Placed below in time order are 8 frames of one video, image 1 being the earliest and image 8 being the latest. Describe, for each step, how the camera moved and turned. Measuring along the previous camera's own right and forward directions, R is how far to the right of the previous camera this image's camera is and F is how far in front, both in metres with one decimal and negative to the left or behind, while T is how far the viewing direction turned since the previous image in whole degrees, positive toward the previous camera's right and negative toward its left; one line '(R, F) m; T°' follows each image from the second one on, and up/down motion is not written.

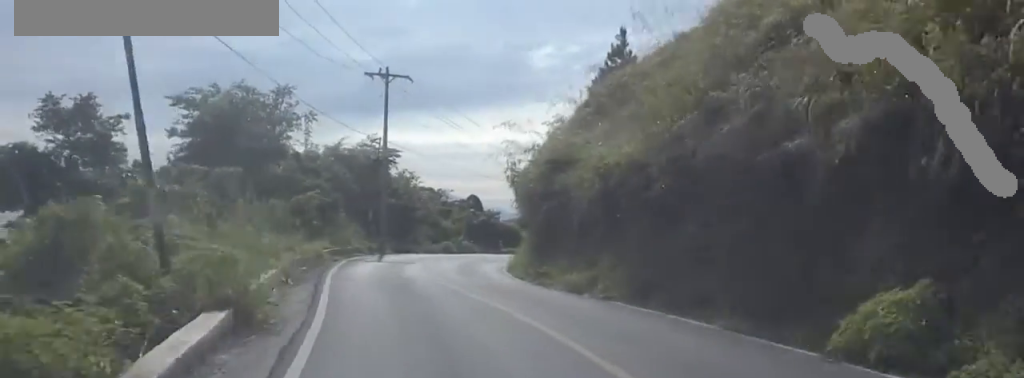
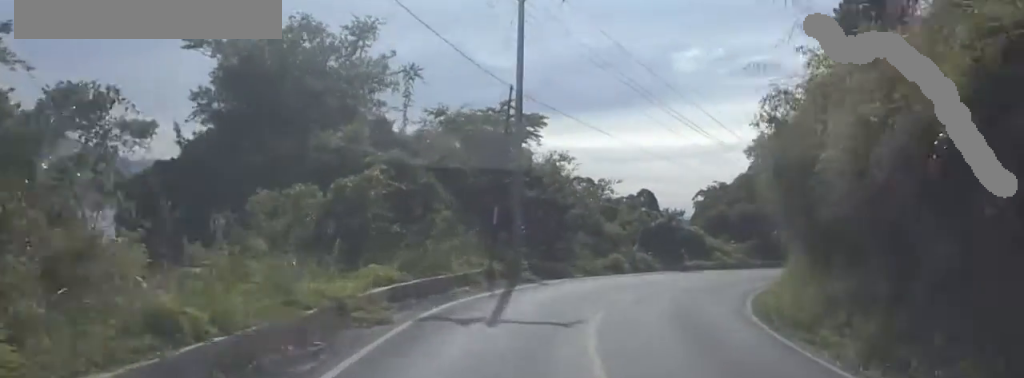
(-0.1, +18.6) m; 0°
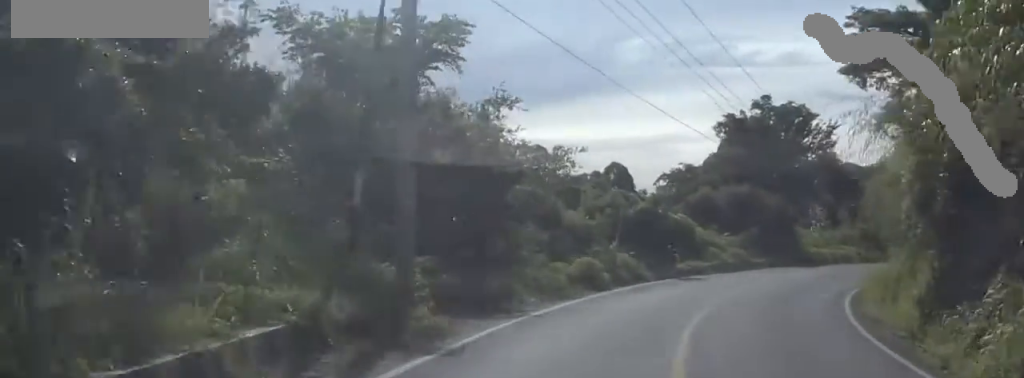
(+0.2, +14.7) m; +6°
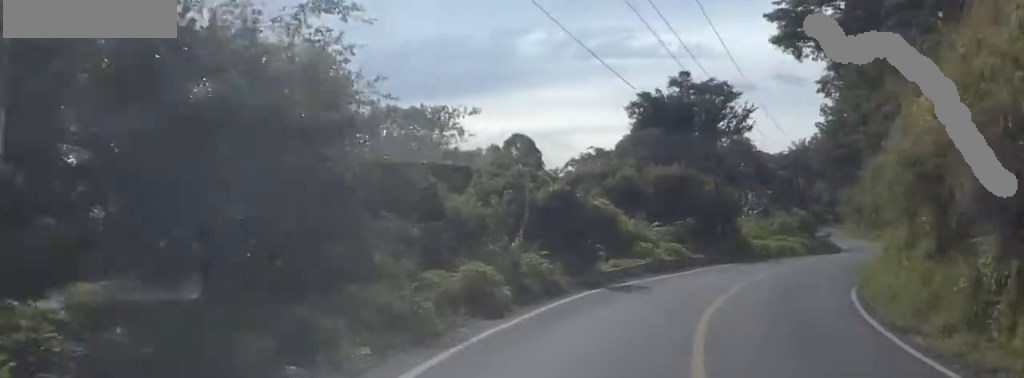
(+0.6, +9.1) m; +7°
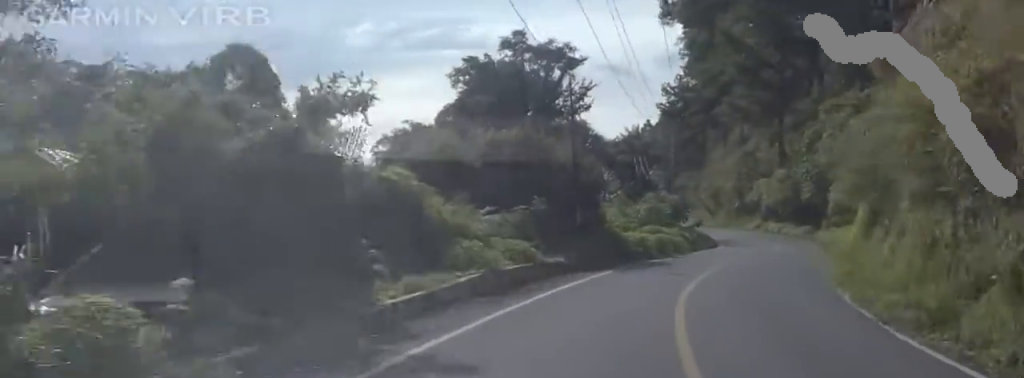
(+1.4, +14.1) m; +8°
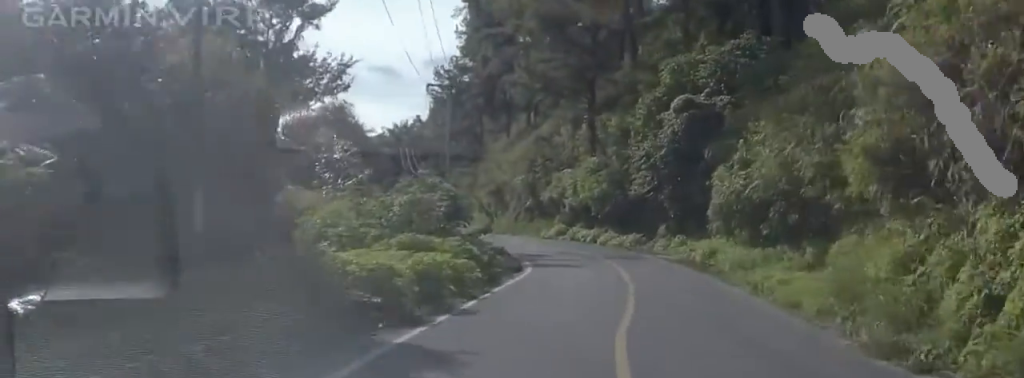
(+0.7, +18.7) m; +9°
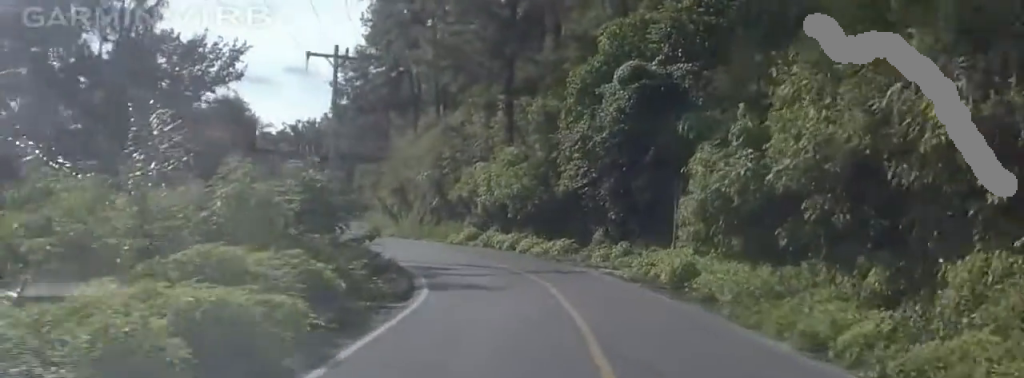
(+1.0, +8.4) m; +1°
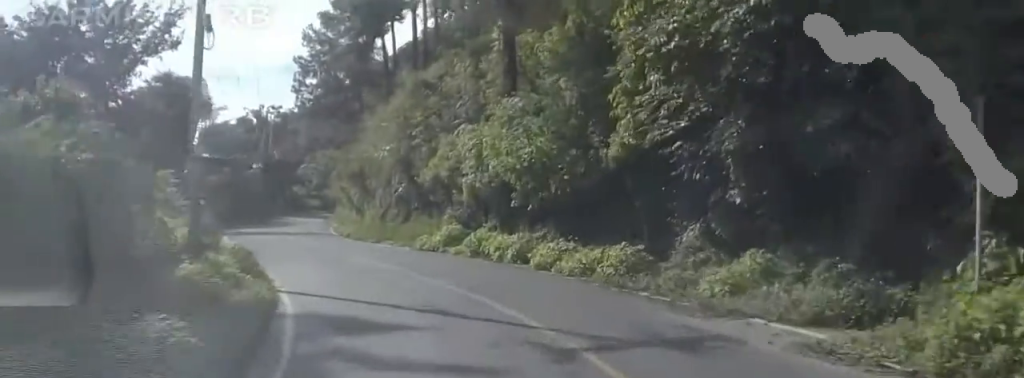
(-0.3, +16.0) m; -2°
